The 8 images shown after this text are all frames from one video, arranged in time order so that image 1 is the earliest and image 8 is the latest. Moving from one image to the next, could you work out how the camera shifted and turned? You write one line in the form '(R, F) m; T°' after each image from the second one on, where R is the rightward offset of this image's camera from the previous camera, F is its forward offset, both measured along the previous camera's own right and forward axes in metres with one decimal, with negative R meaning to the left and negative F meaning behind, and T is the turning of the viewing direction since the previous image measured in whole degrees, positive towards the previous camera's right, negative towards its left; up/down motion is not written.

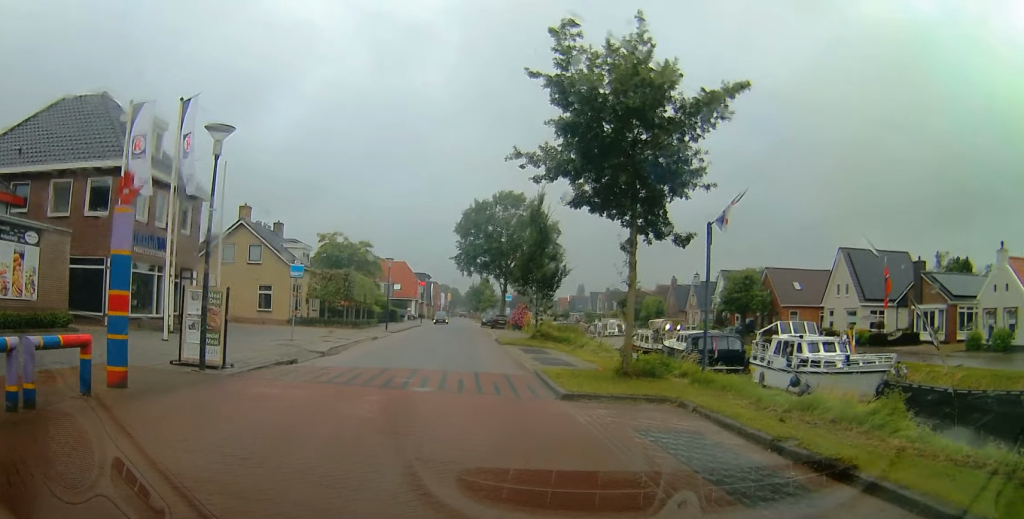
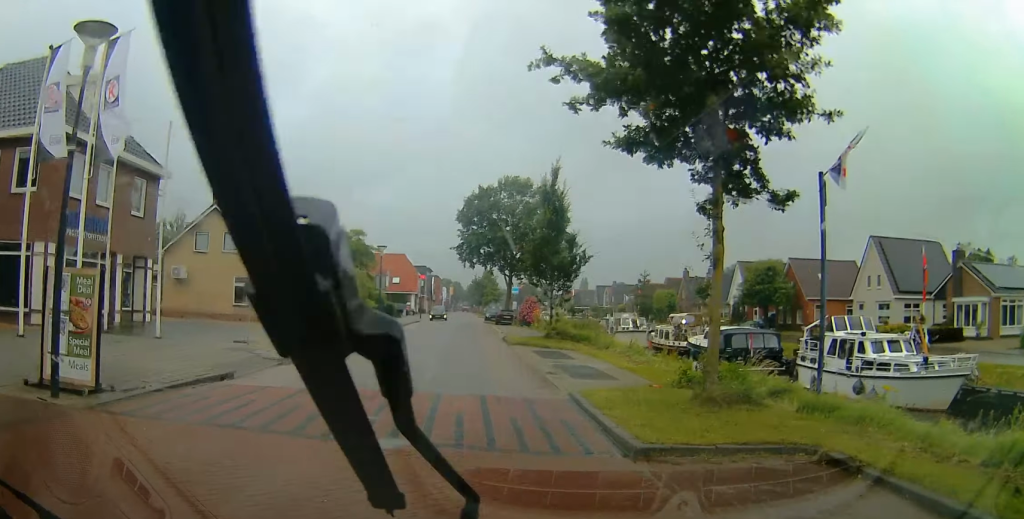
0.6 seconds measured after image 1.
(+0.7, +5.1) m; +2°
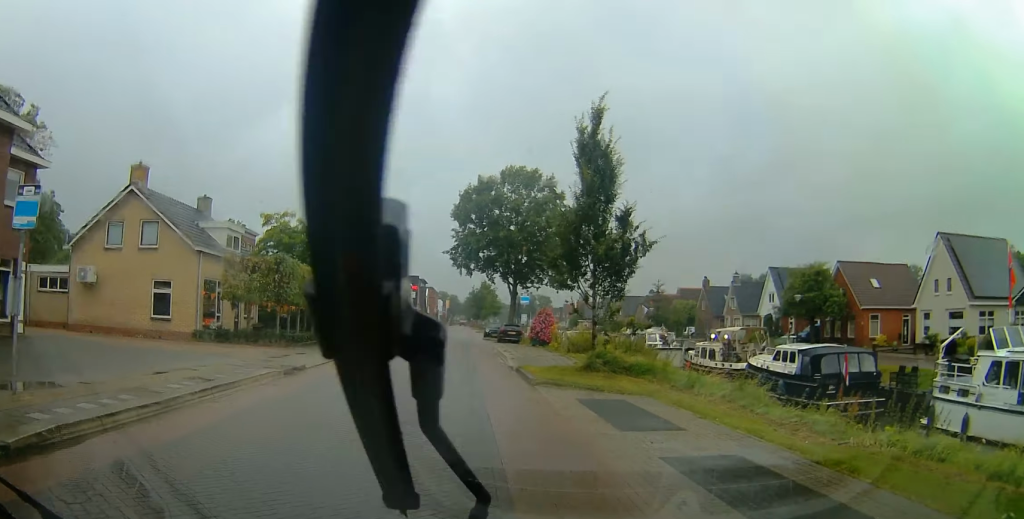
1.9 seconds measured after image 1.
(-0.2, +10.2) m; -7°
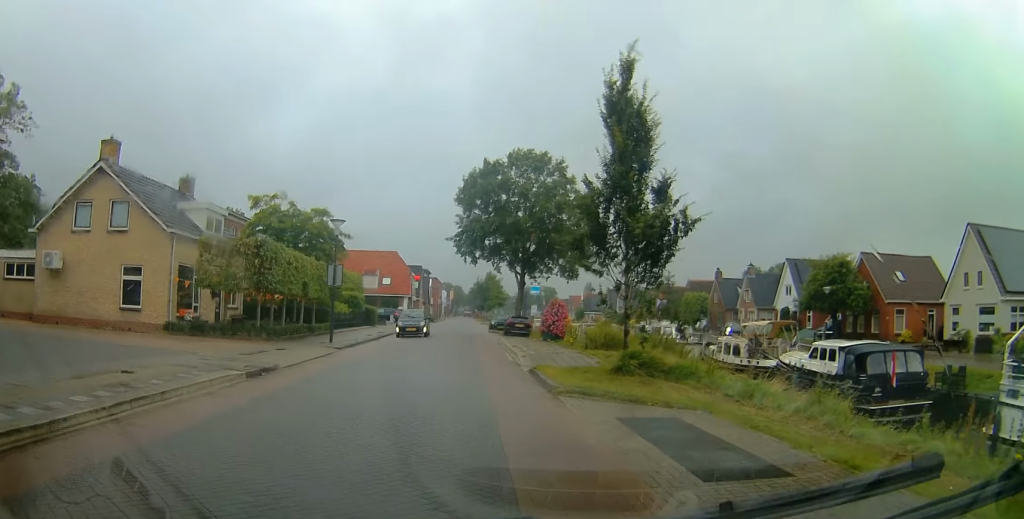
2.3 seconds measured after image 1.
(-0.2, +3.3) m; +1°
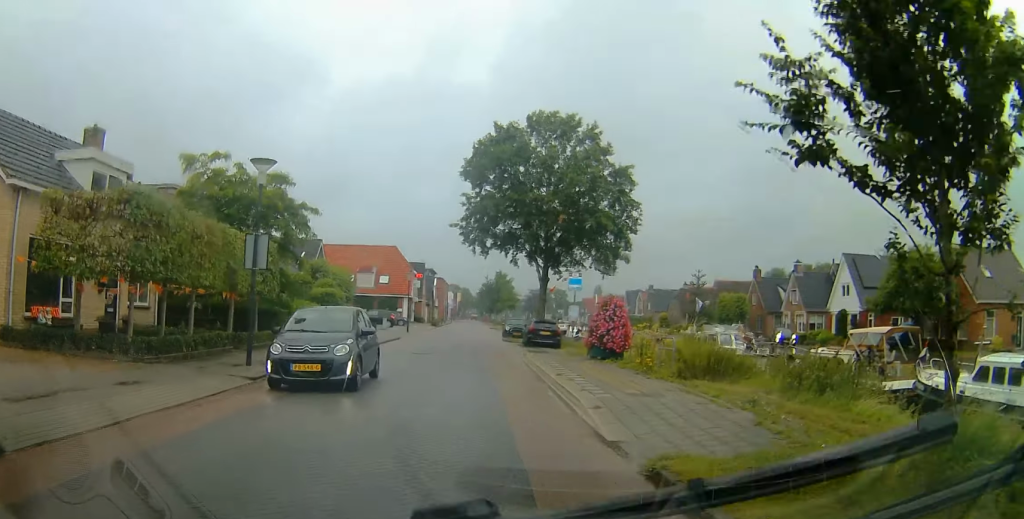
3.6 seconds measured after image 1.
(+0.6, +10.7) m; +3°
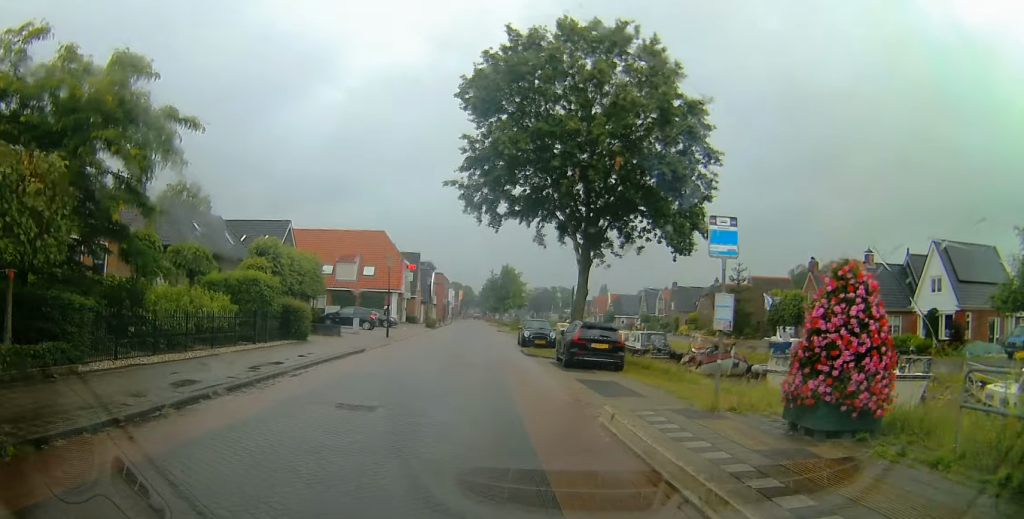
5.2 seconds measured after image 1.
(-0.5, +13.7) m; 0°
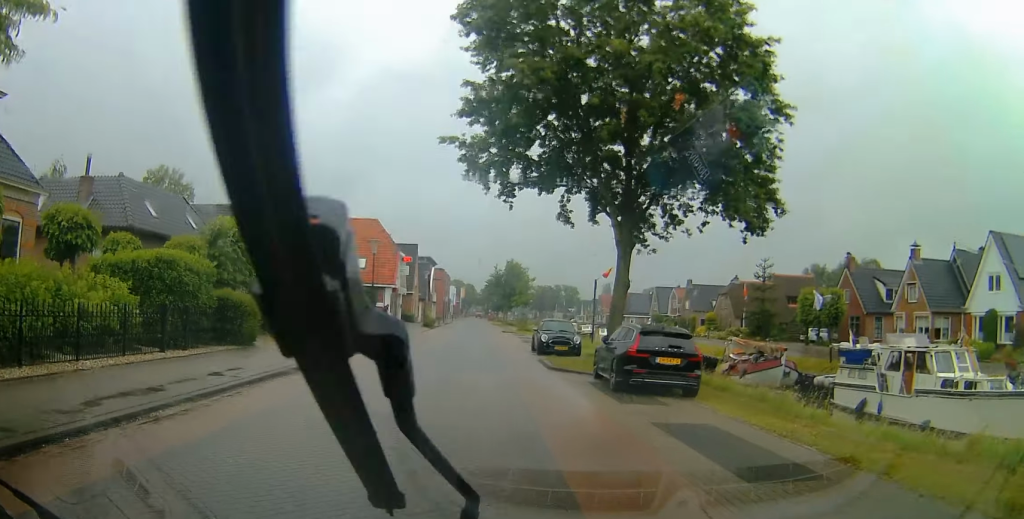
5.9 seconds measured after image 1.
(+1.0, +6.7) m; -2°
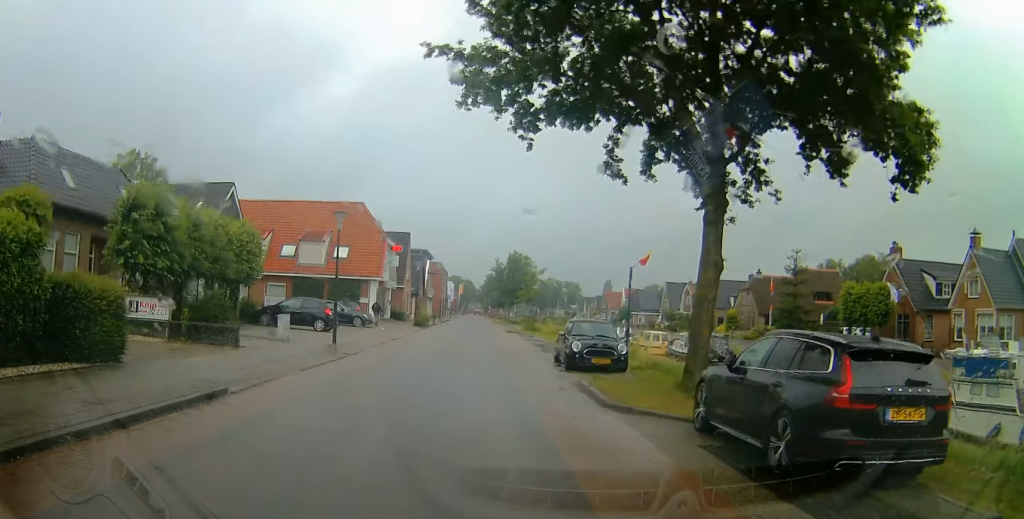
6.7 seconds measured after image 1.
(-1.1, +7.6) m; 0°
